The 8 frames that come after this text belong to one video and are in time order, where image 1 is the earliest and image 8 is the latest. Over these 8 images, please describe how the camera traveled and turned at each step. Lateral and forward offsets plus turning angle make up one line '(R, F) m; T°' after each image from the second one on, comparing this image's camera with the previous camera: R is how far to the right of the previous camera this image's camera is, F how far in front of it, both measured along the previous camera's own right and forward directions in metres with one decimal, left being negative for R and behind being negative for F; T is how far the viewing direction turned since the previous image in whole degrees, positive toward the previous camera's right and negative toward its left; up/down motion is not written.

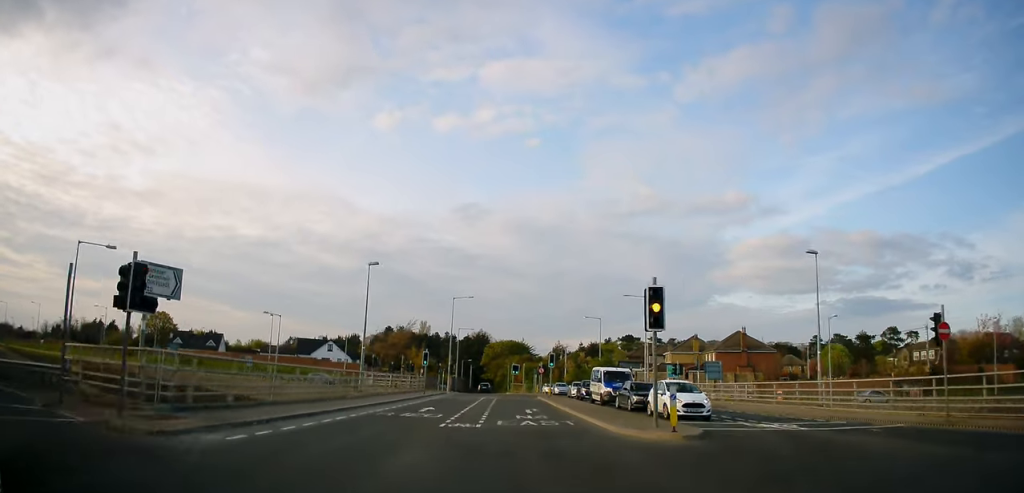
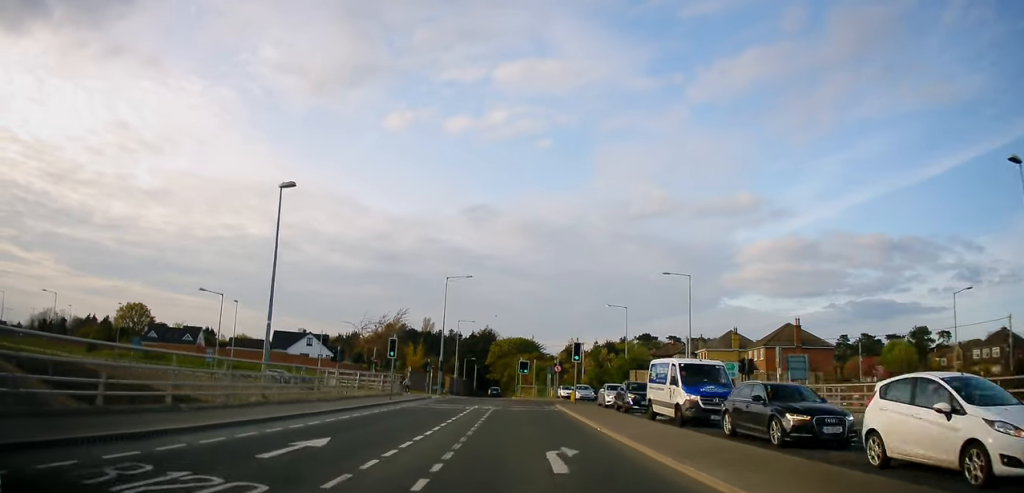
(-0.1, +15.3) m; -2°
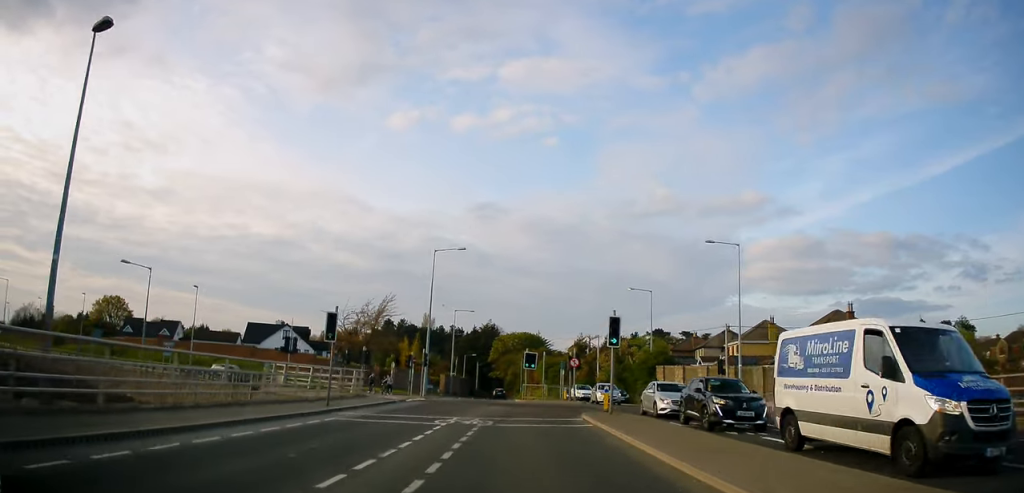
(-0.3, +11.3) m; -1°
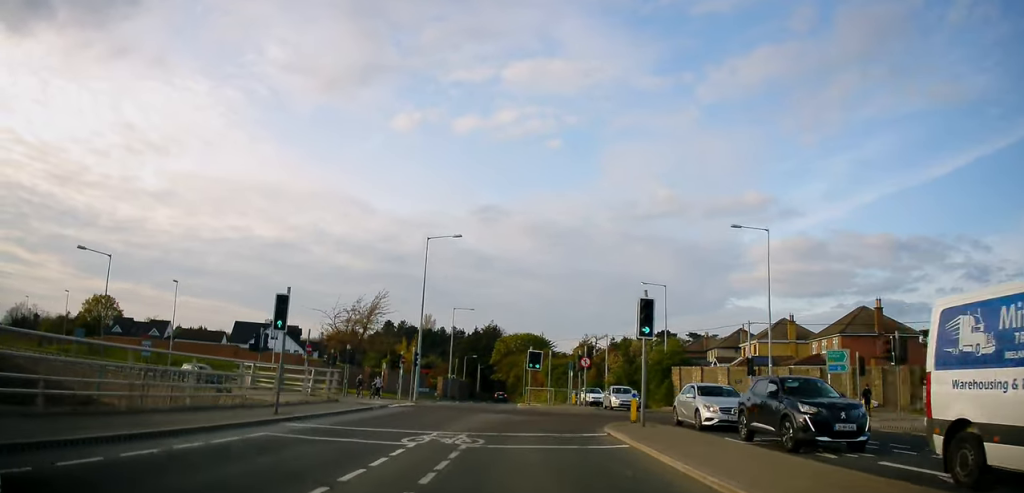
(+0.1, +4.8) m; +1°
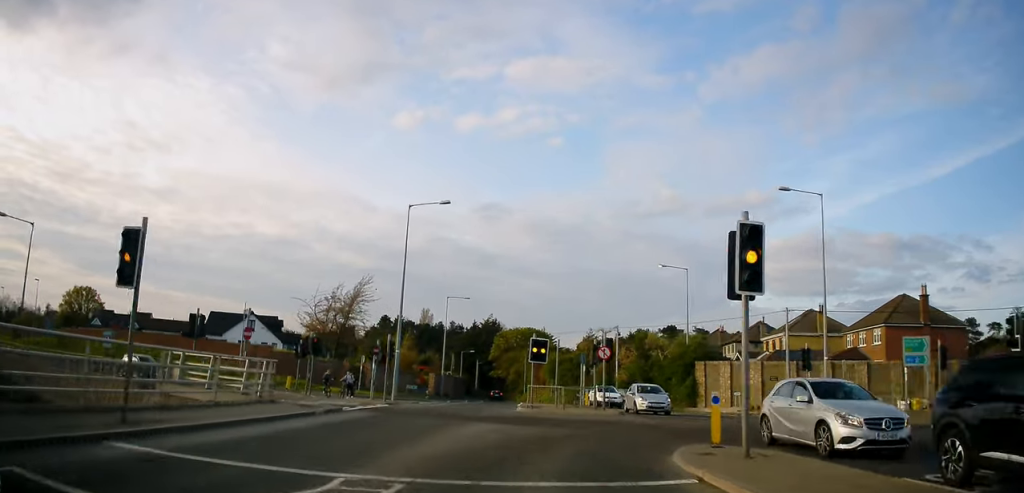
(+0.1, +6.6) m; +4°
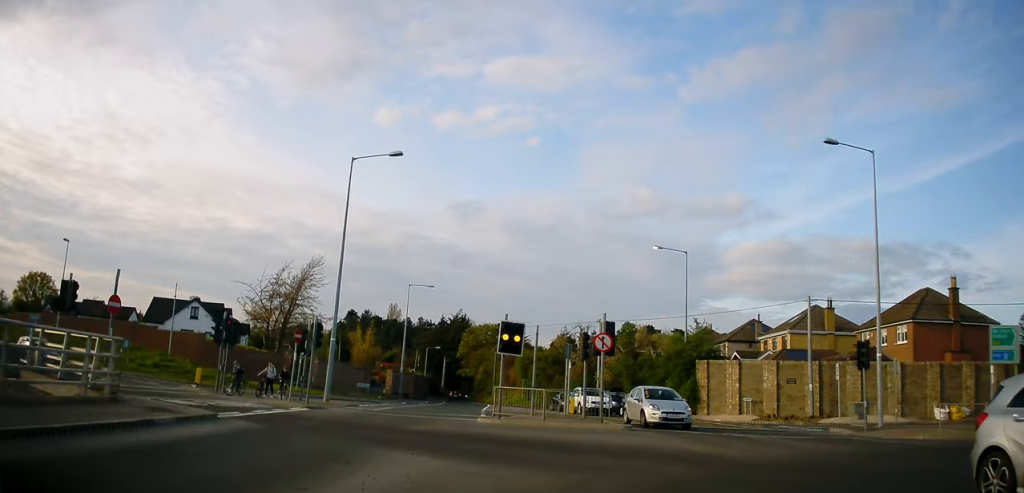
(+0.2, +6.7) m; +11°
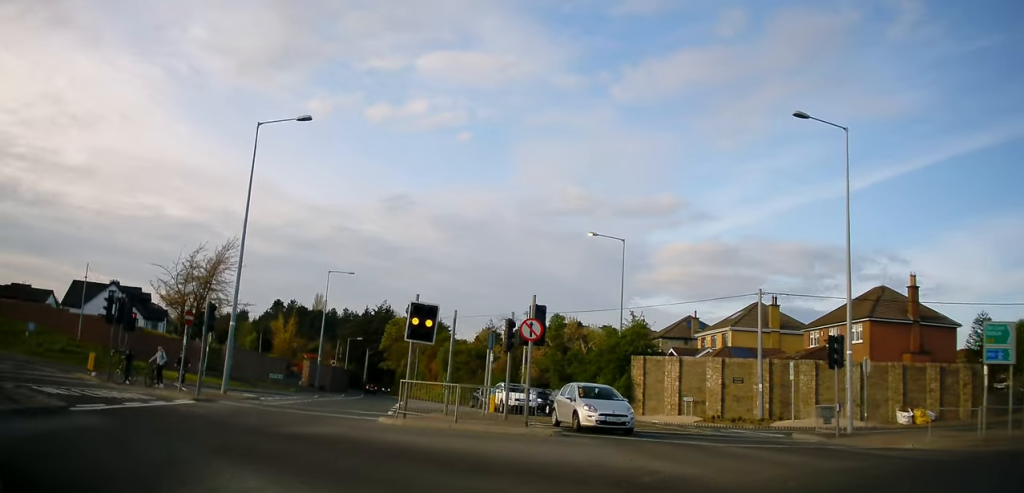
(+0.2, +2.5) m; +11°
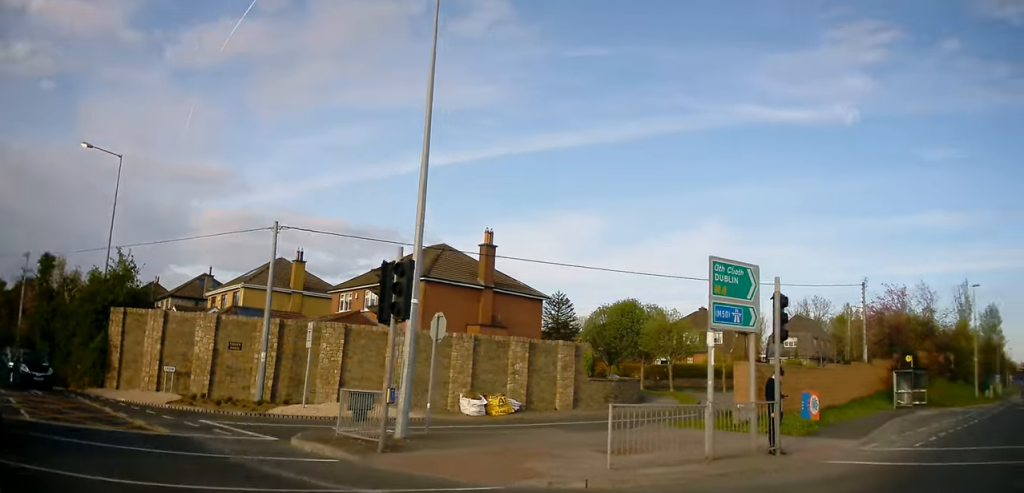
(+4.0, +7.7) m; +57°
